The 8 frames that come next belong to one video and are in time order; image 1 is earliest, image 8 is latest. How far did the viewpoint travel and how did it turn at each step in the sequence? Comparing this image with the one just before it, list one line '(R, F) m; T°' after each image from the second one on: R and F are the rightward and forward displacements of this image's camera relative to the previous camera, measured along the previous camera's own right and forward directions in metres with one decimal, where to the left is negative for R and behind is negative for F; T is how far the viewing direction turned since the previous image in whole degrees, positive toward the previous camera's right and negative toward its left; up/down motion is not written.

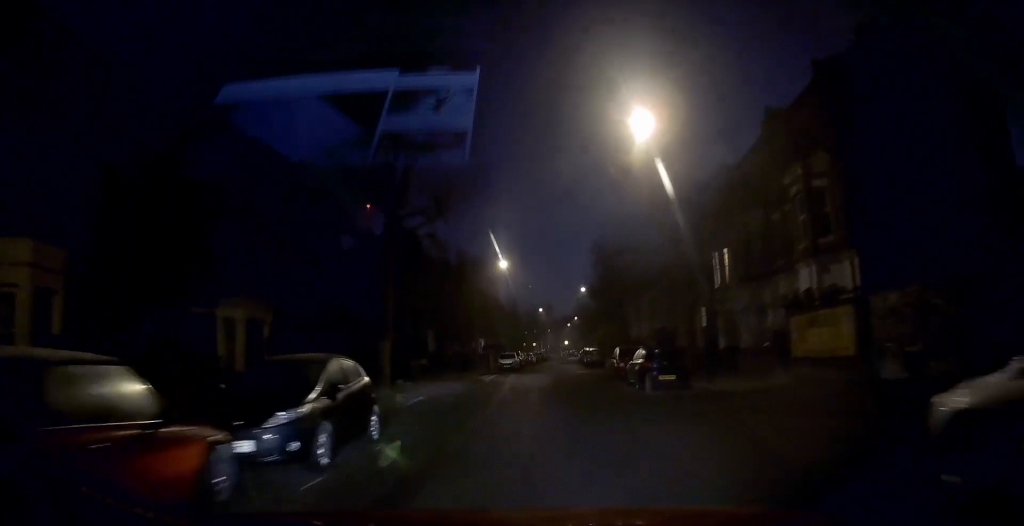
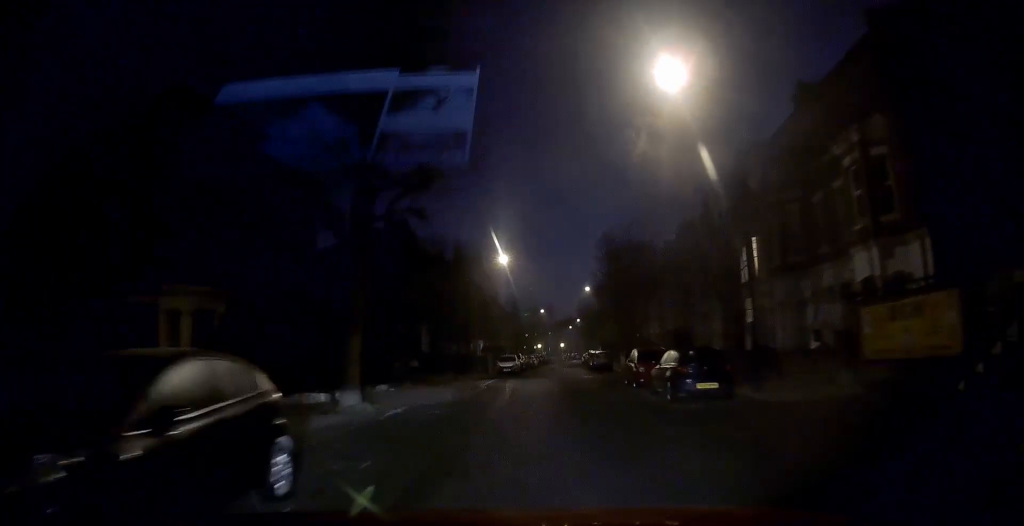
(-0.1, +4.3) m; -4°
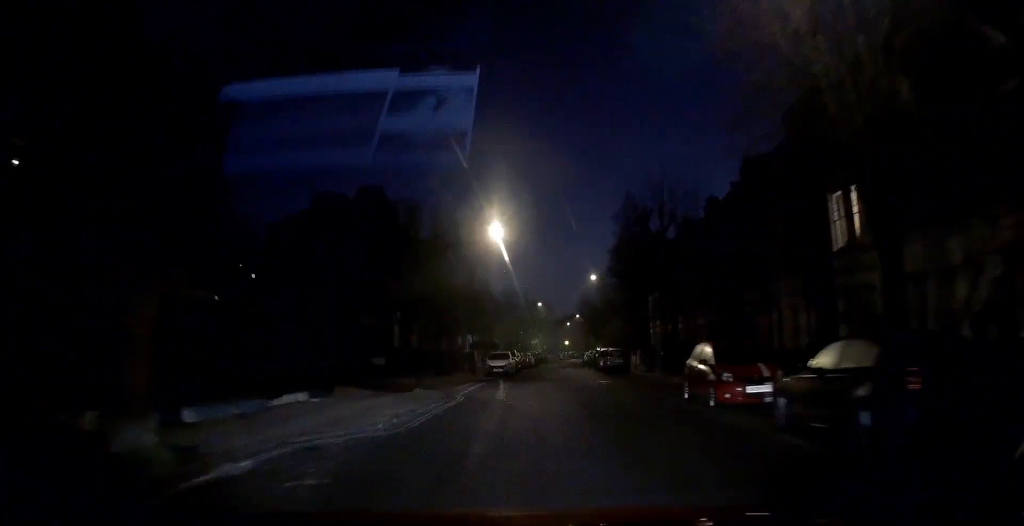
(-0.6, +10.2) m; -4°
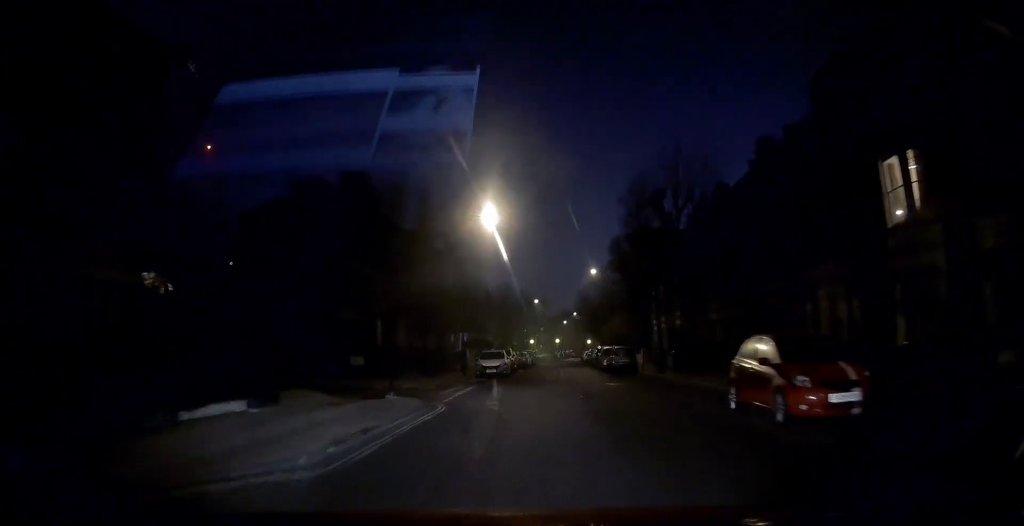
(0.0, +4.1) m; 0°
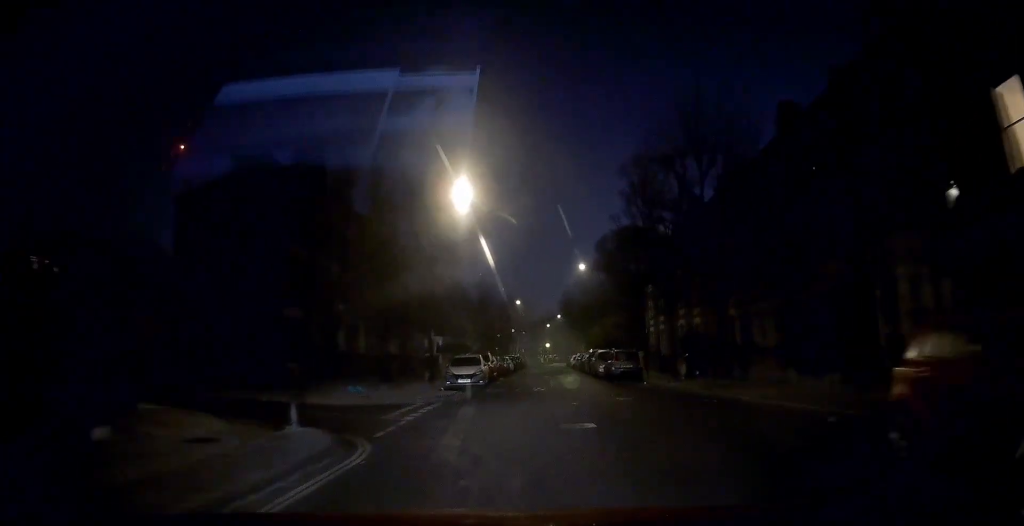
(-0.1, +7.3) m; 0°
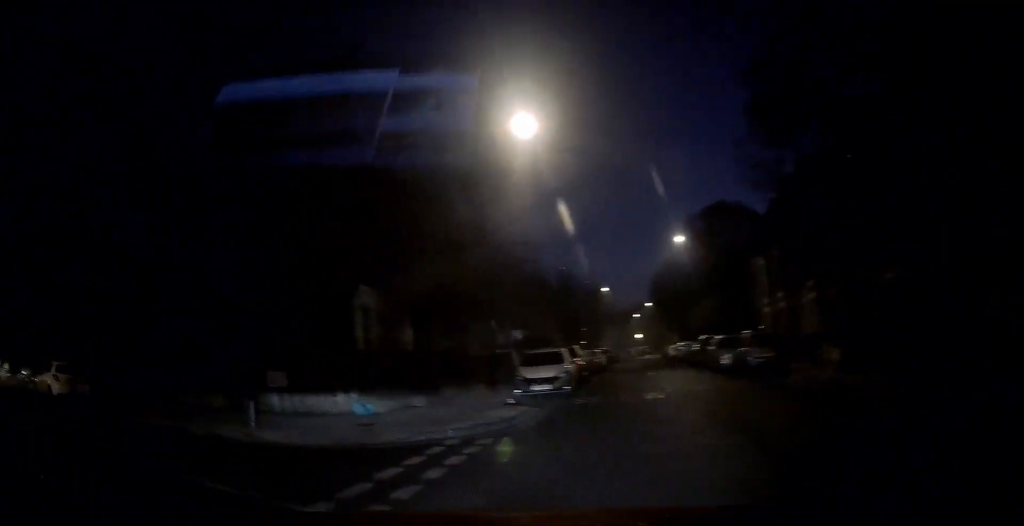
(+0.2, +10.9) m; 0°
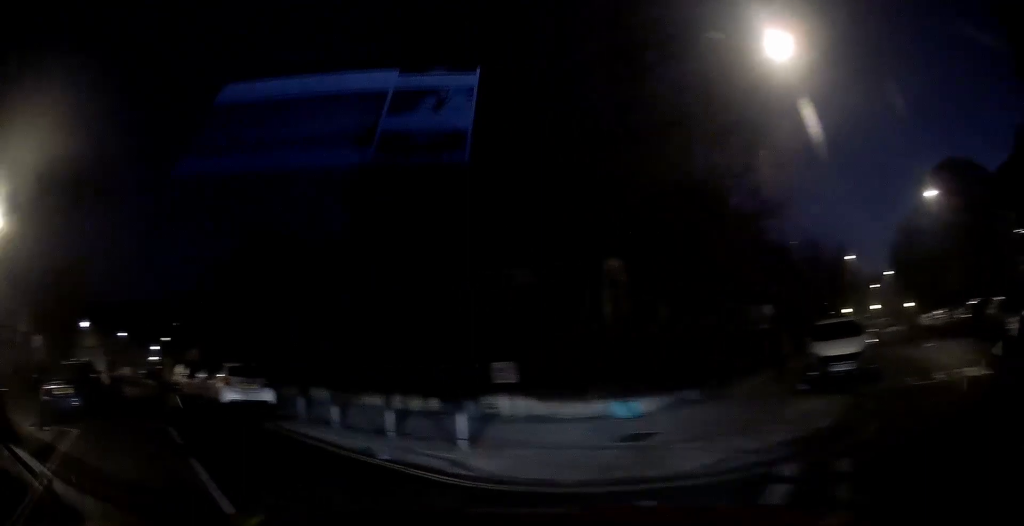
(-0.2, +4.3) m; -14°
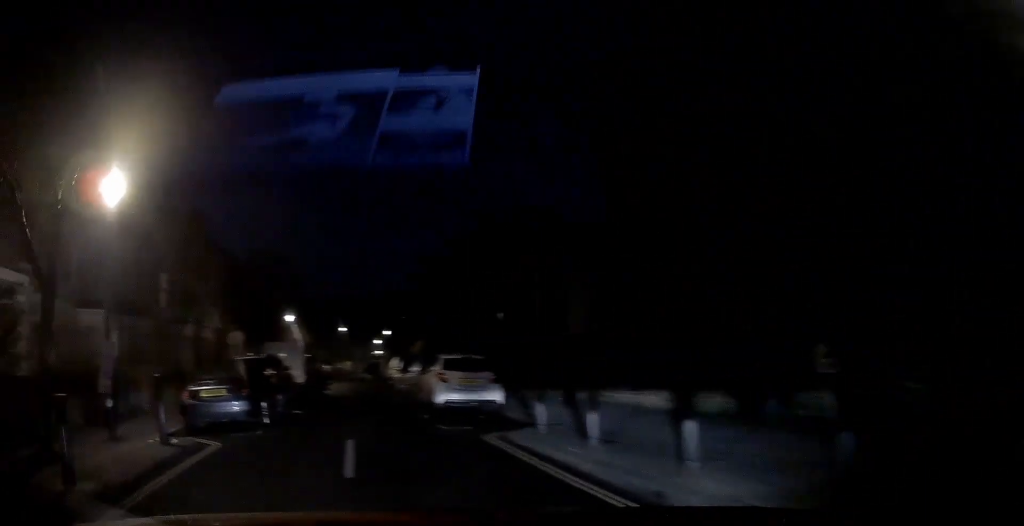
(-0.7, +3.5) m; -21°
